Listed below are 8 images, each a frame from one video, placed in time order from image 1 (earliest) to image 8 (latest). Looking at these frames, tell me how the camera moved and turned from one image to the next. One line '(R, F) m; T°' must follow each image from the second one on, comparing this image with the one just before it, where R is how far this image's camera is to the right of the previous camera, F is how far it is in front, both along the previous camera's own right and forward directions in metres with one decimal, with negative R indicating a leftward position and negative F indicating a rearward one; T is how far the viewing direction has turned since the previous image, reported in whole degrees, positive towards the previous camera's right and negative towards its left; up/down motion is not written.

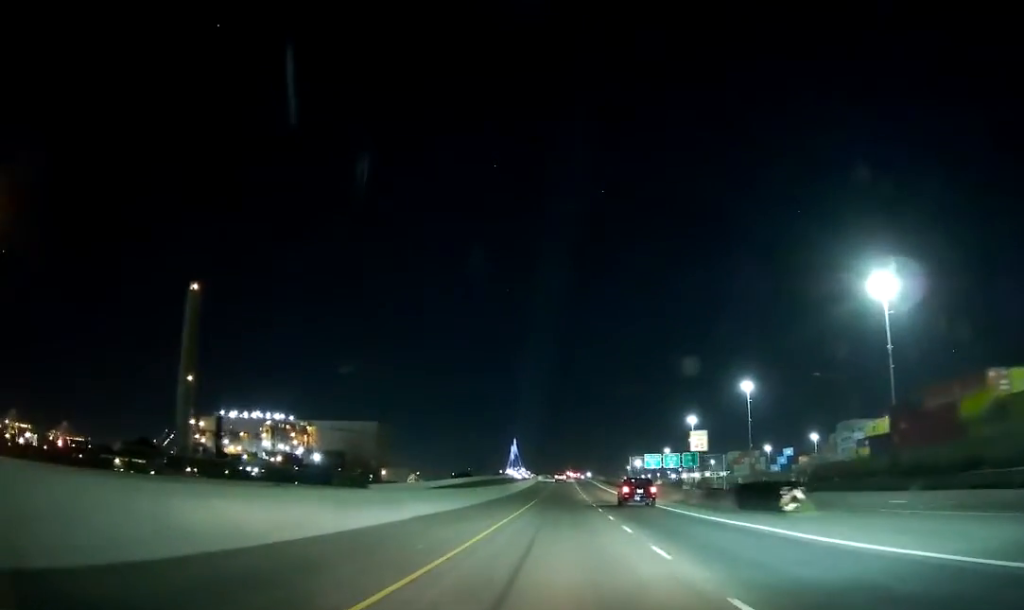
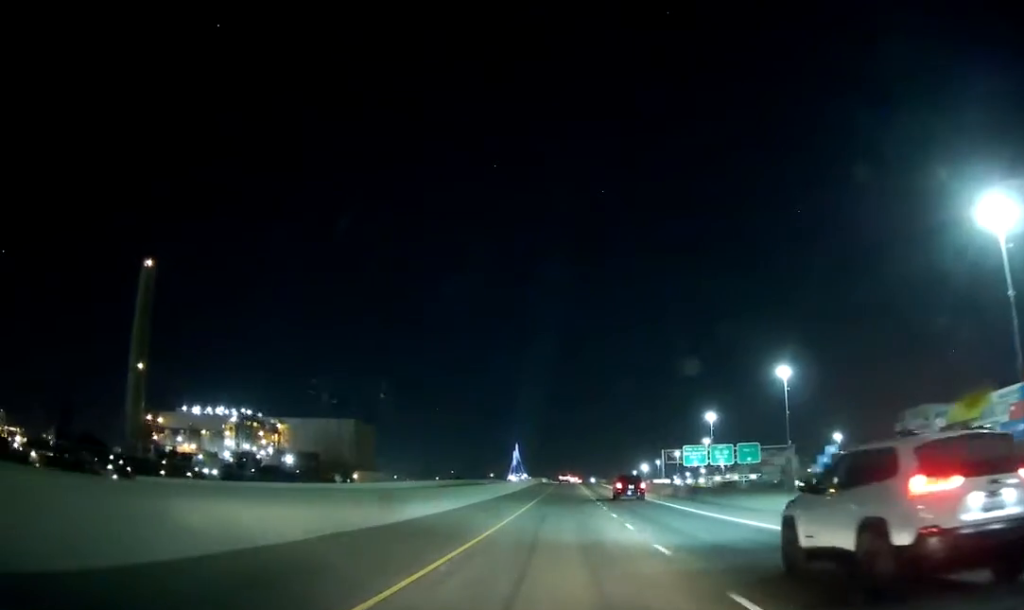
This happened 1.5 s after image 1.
(+0.3, +42.5) m; 0°
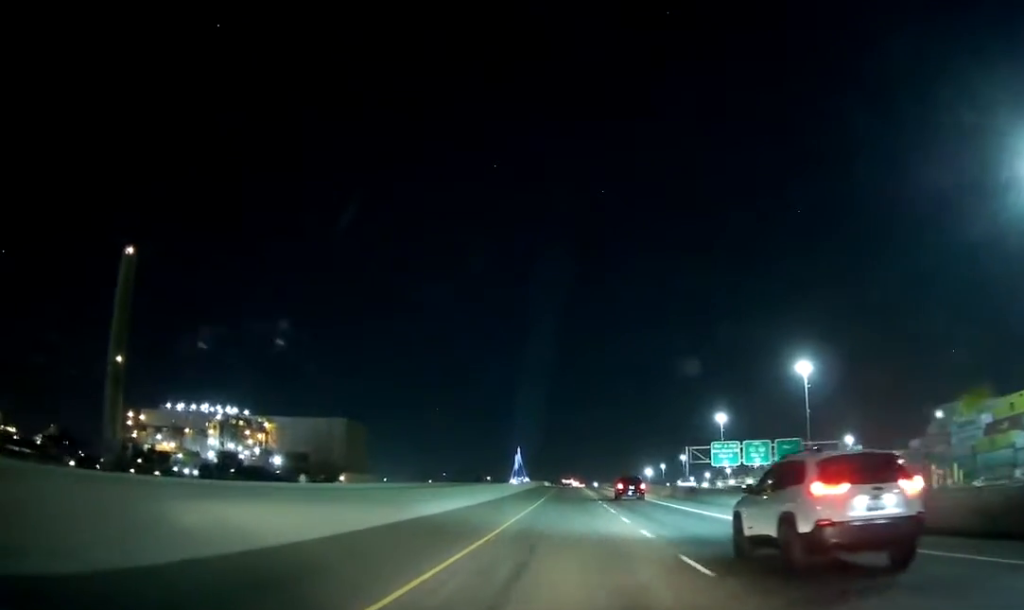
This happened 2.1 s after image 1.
(0.0, +16.6) m; 0°
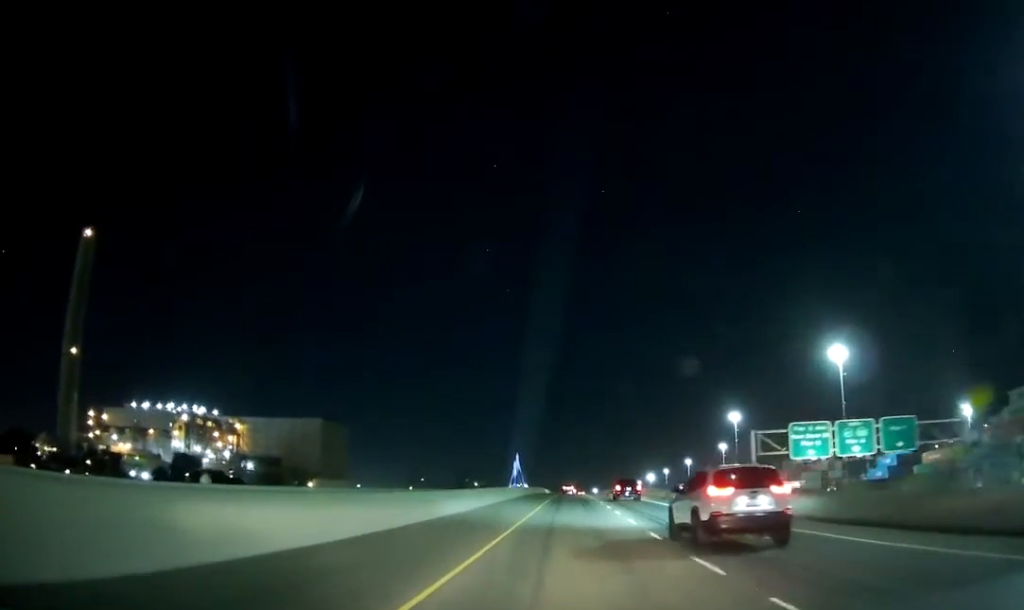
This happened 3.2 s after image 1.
(-0.2, +28.6) m; 0°
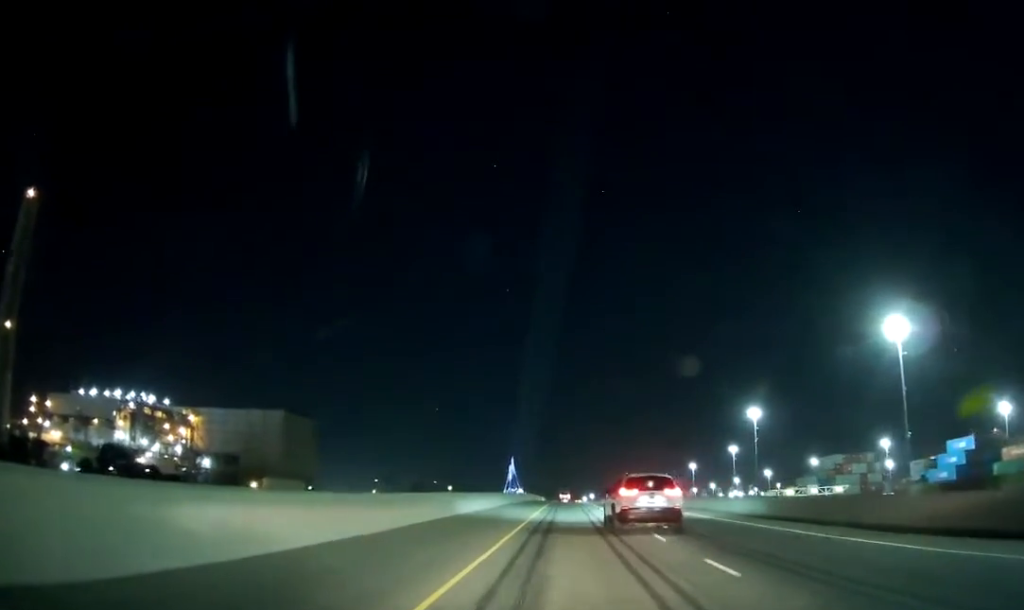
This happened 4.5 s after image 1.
(+0.2, +37.0) m; 0°
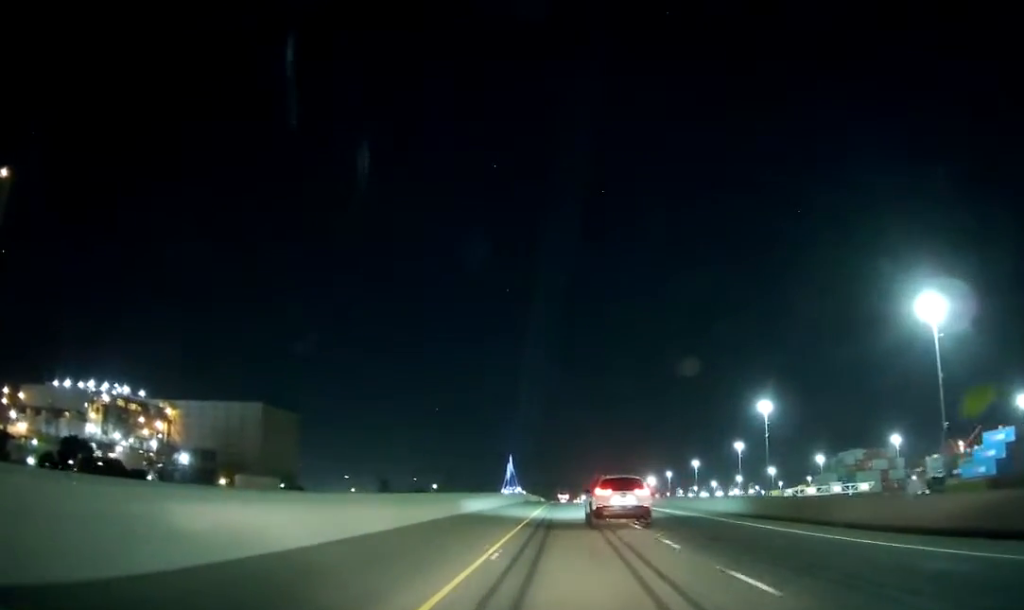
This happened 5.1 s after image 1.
(0.0, +15.7) m; 0°
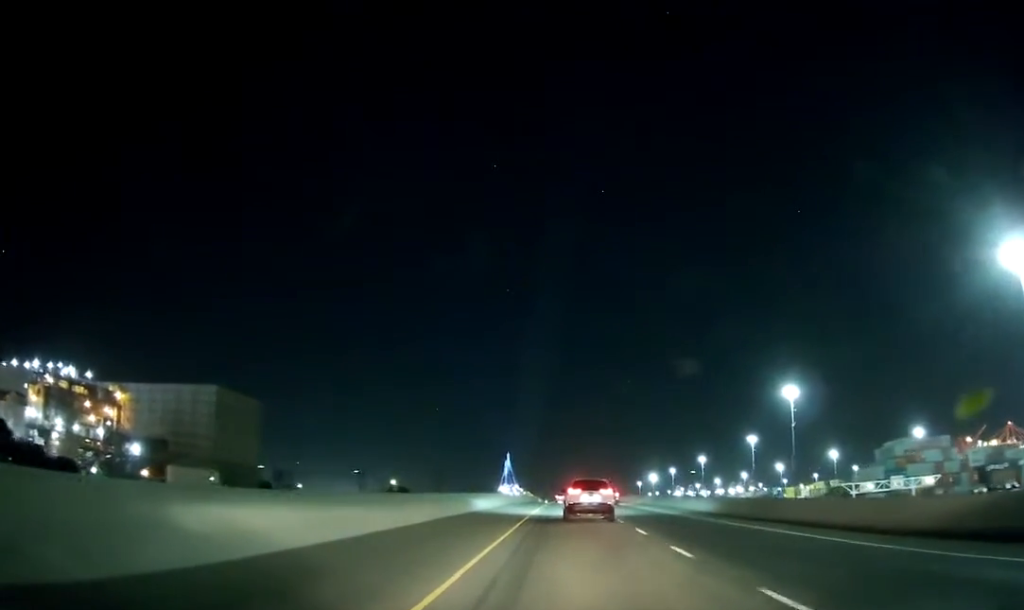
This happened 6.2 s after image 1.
(+0.1, +30.8) m; 0°
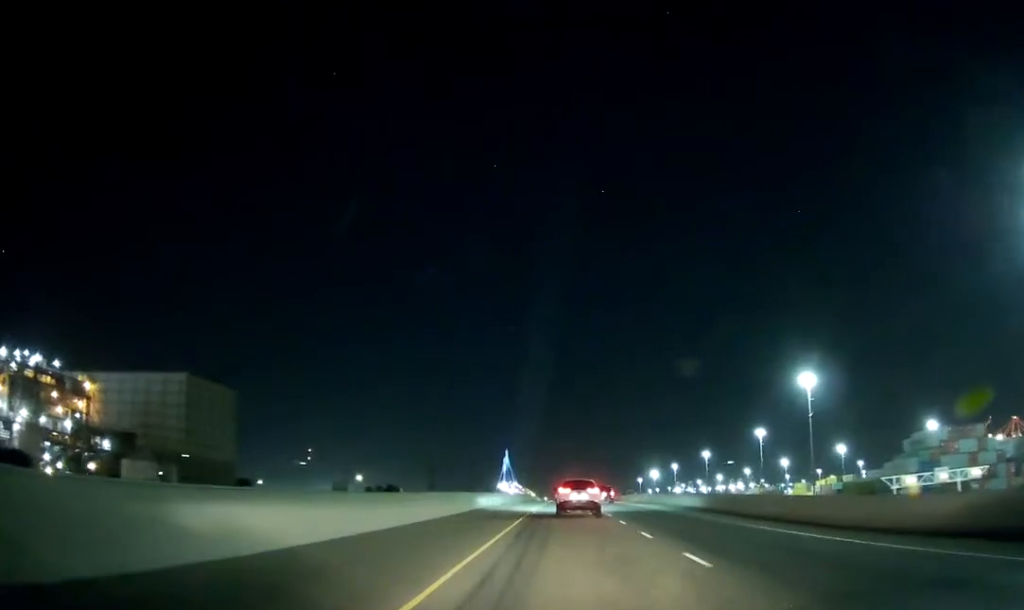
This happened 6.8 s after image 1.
(+0.1, +17.2) m; 0°
